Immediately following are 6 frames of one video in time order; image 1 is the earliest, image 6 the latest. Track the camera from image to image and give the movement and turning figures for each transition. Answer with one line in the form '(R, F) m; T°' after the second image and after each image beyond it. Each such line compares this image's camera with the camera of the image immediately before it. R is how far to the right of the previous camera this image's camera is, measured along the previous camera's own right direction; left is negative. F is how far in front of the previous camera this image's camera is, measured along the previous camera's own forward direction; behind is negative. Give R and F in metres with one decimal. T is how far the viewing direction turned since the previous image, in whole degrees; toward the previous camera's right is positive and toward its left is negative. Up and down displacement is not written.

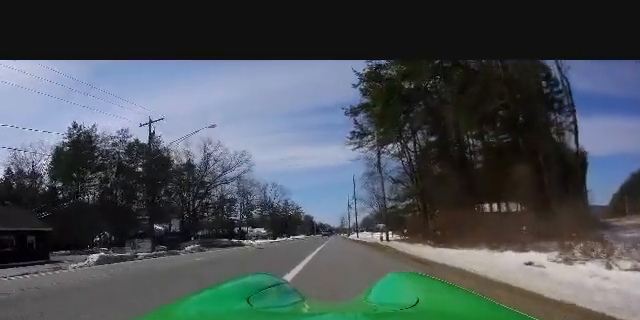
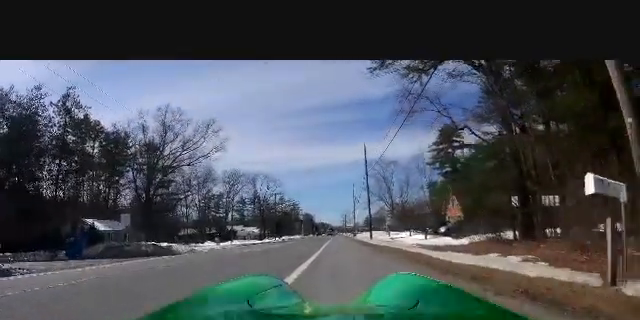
(0.0, +21.1) m; 0°
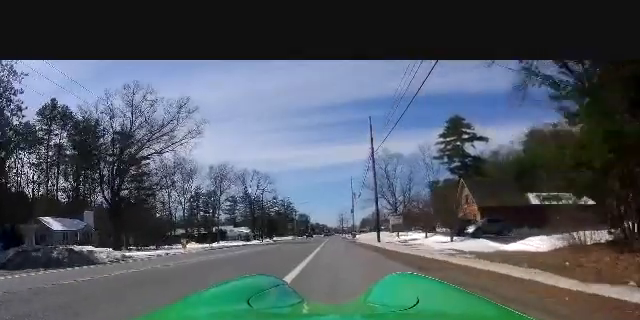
(0.0, +9.6) m; 0°
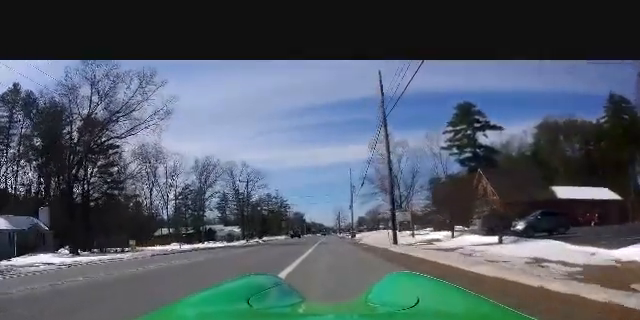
(0.0, +9.4) m; 0°
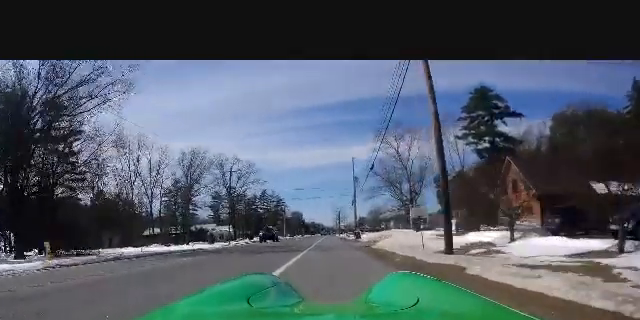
(0.0, +9.8) m; 0°
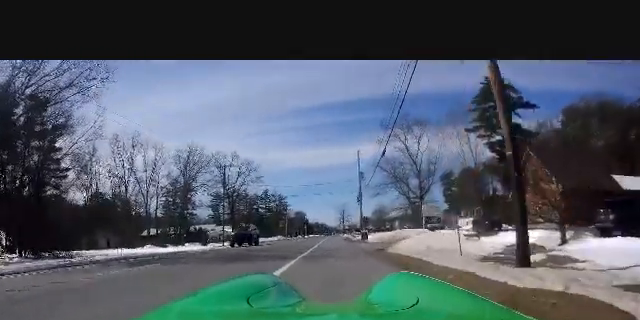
(0.0, +4.5) m; 0°
